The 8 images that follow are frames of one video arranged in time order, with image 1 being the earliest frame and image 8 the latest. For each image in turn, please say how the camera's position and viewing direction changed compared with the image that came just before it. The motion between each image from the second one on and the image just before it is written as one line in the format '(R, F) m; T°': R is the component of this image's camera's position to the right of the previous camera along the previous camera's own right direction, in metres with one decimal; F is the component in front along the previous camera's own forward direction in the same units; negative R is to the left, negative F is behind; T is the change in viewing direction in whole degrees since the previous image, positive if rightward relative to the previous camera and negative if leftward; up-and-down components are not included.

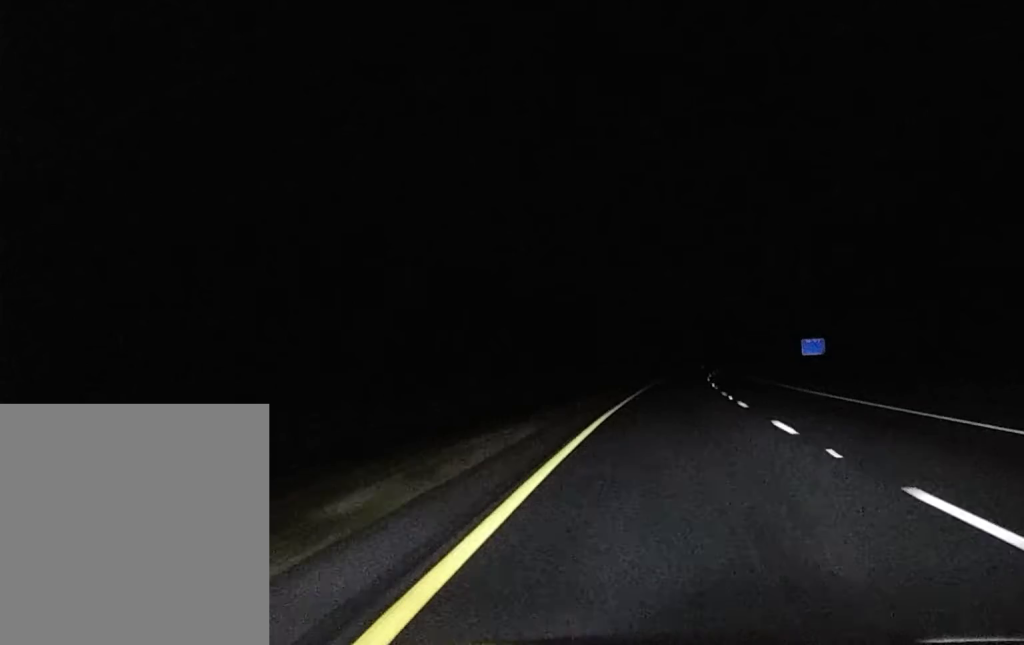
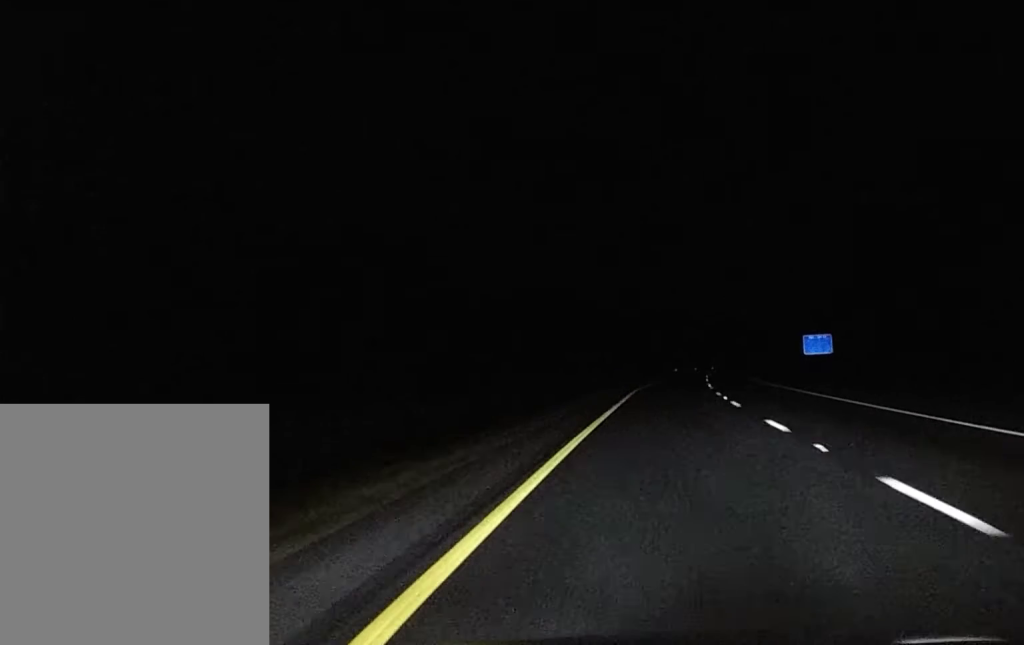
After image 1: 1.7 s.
(+0.9, +53.9) m; +2°
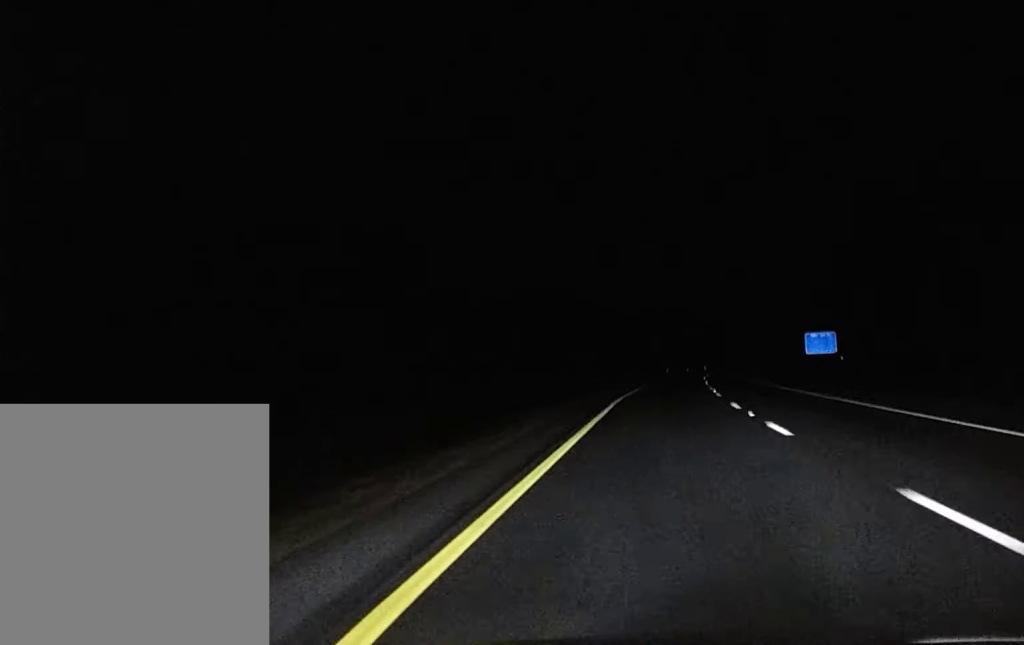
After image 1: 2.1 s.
(-0.1, +11.7) m; +1°
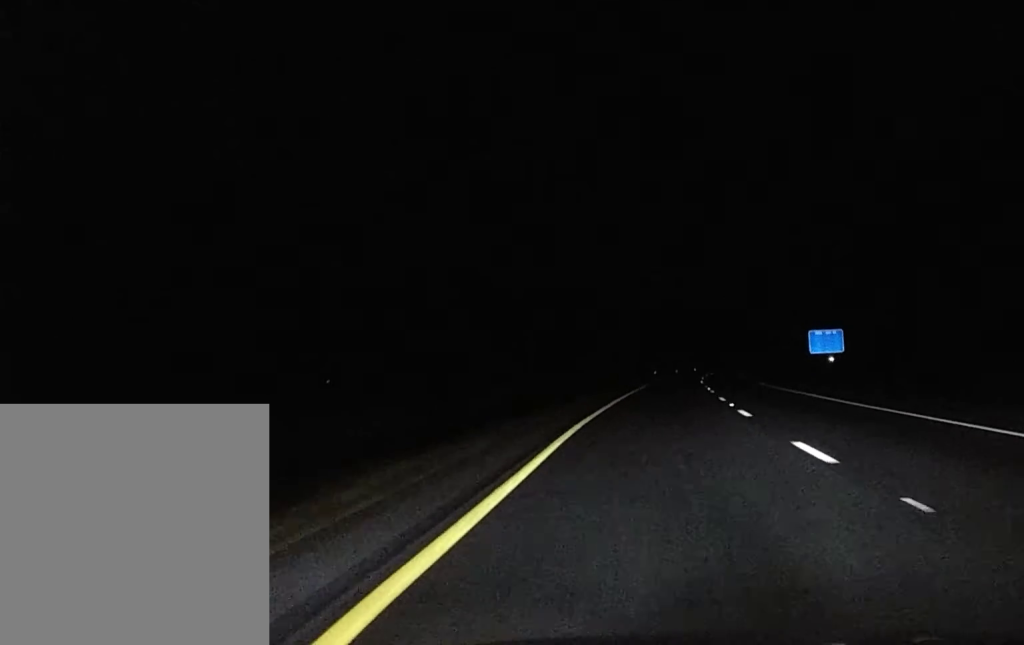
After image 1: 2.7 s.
(+0.1, +16.4) m; +1°
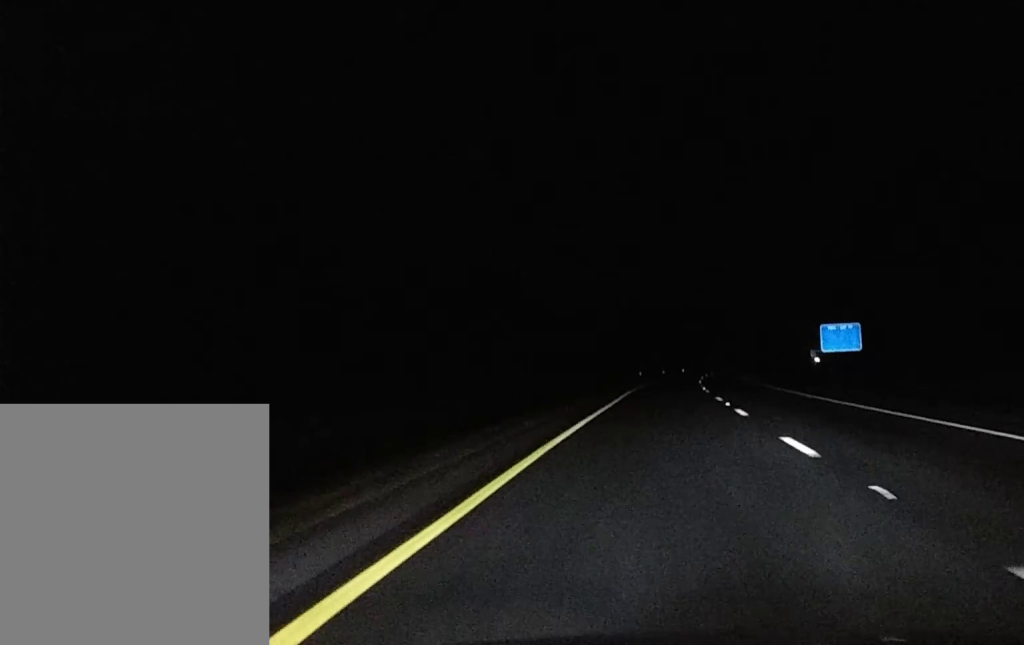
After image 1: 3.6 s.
(+0.4, +24.7) m; +1°
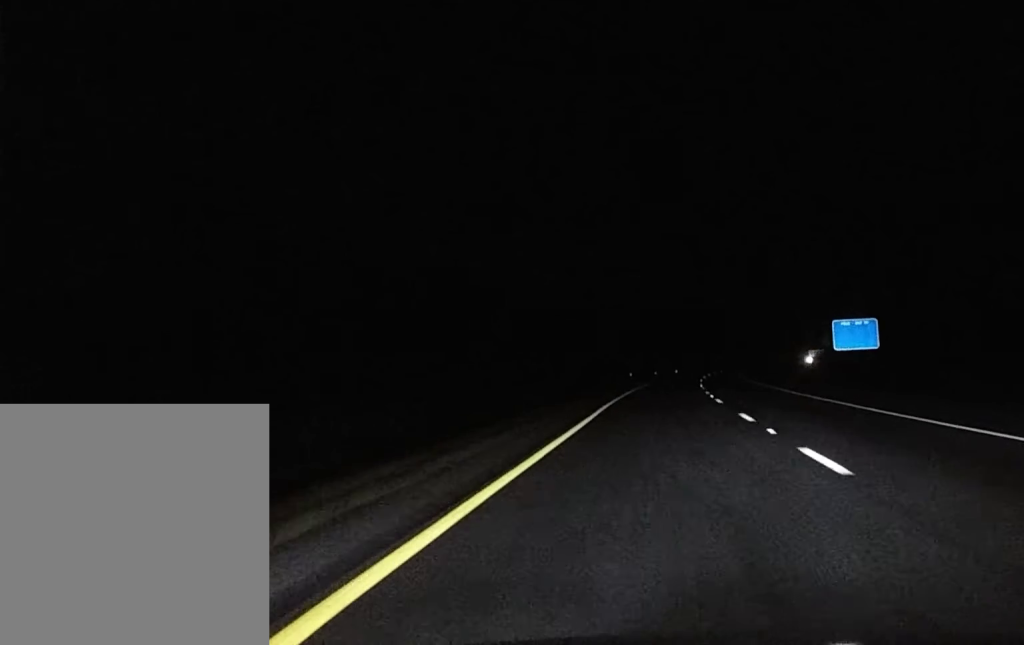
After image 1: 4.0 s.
(0.0, +13.1) m; 0°
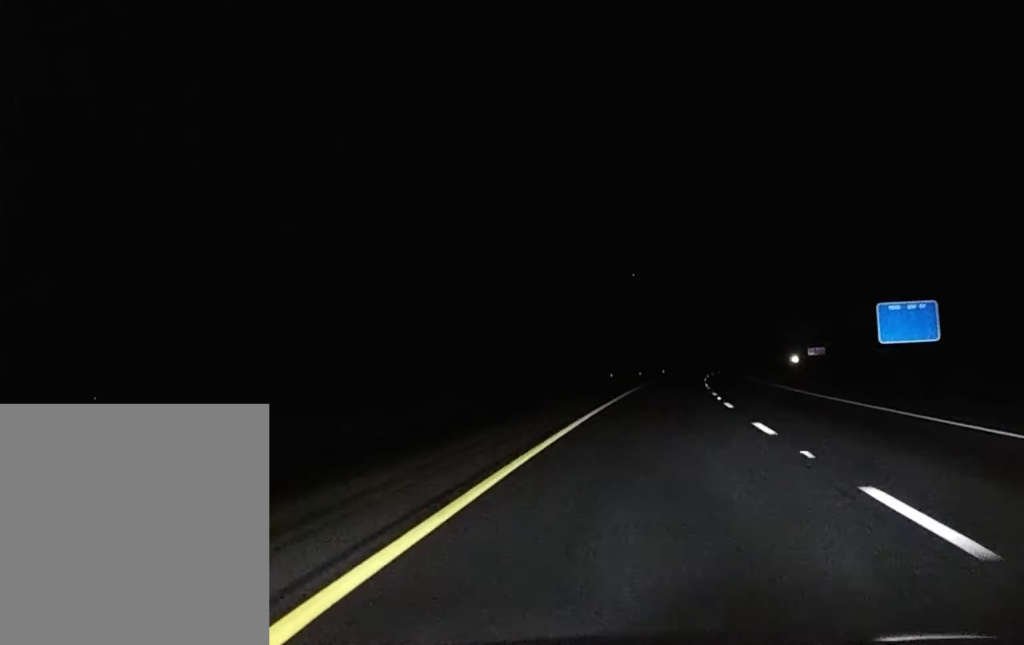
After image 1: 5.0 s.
(+0.1, +27.5) m; 0°
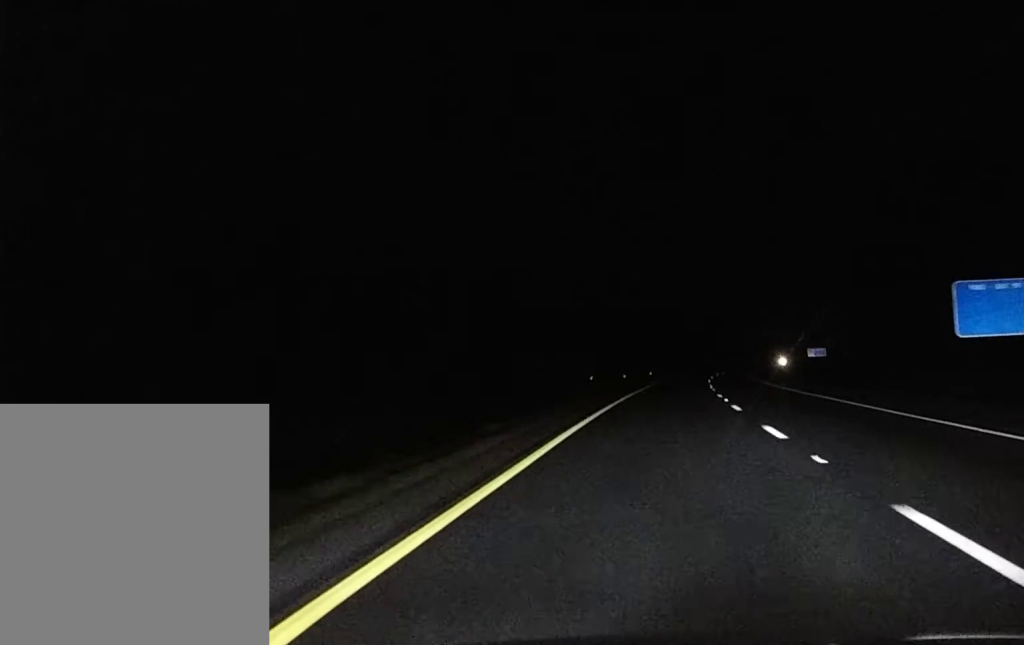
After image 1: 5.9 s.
(0.0, +23.1) m; +1°
